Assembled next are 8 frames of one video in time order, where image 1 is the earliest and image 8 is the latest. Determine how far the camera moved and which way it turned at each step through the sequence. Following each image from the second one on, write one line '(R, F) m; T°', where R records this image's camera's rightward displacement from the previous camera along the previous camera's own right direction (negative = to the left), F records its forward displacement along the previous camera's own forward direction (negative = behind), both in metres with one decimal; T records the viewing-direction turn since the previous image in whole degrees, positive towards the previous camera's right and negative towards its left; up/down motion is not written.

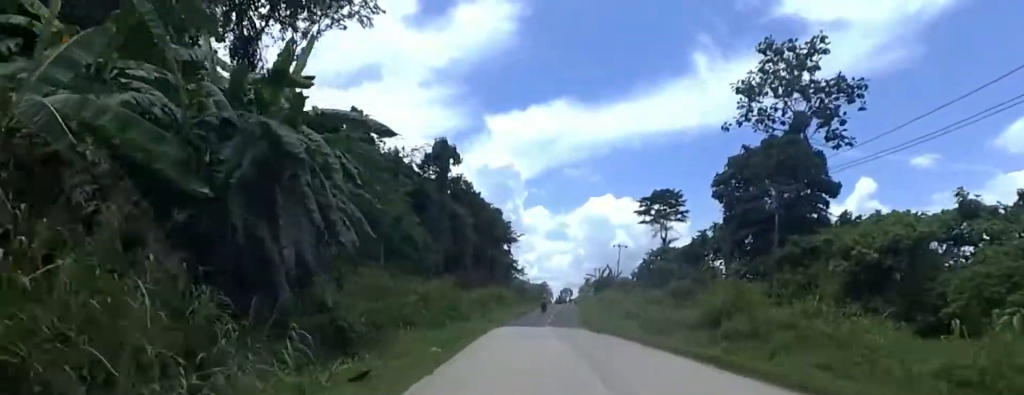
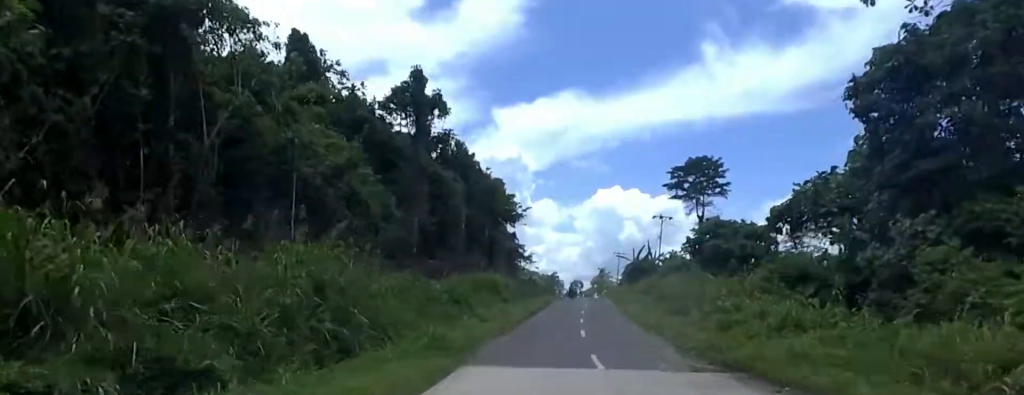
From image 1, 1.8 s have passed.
(-0.9, +23.7) m; -6°
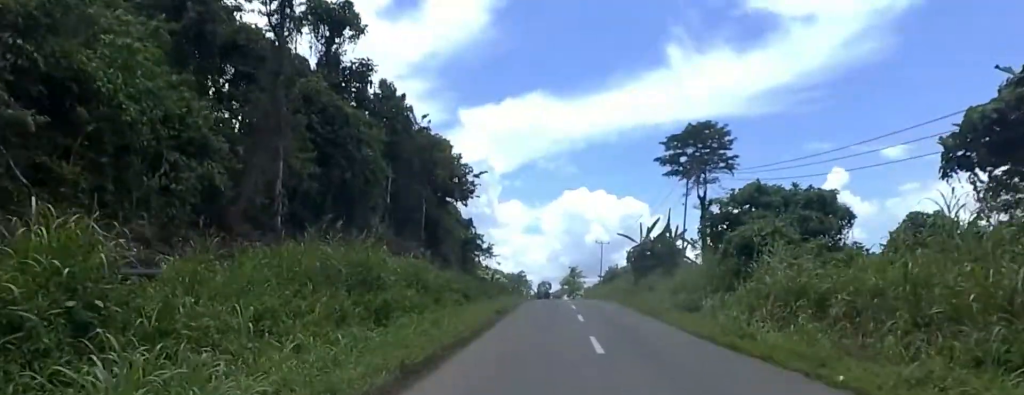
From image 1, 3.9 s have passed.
(+1.5, +24.1) m; +8°
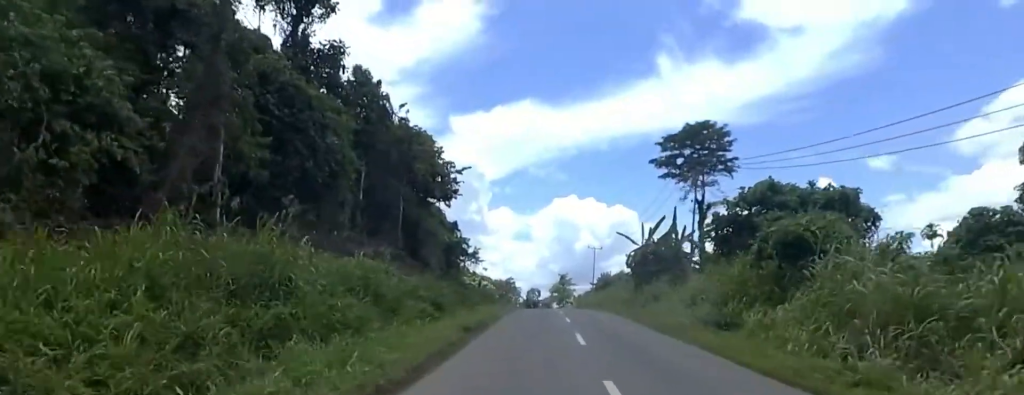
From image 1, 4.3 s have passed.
(+0.3, +5.4) m; 0°
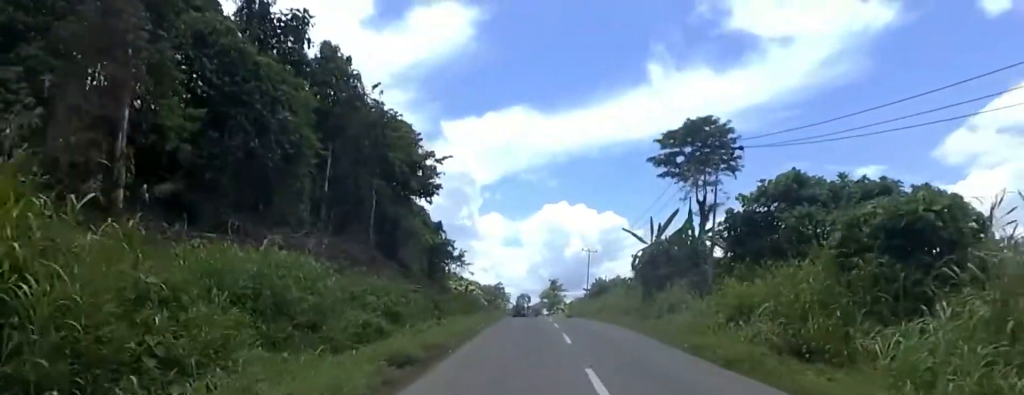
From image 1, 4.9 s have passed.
(-0.5, +6.4) m; -3°
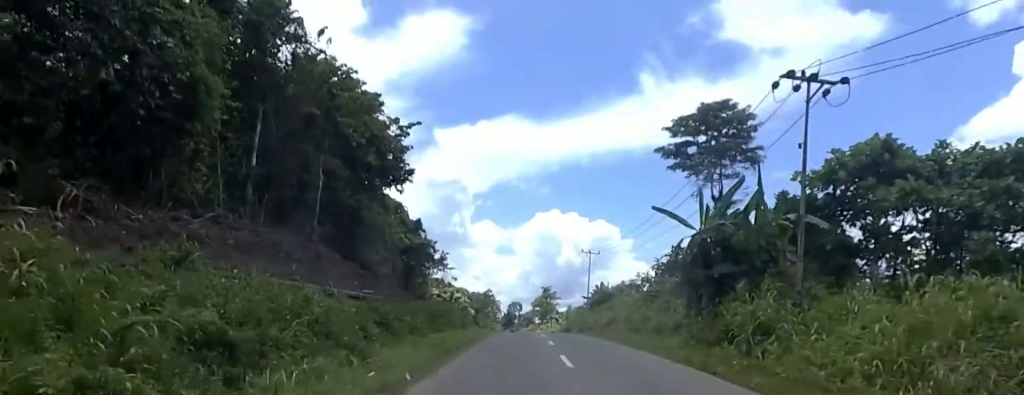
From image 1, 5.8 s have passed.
(-0.4, +10.9) m; -2°
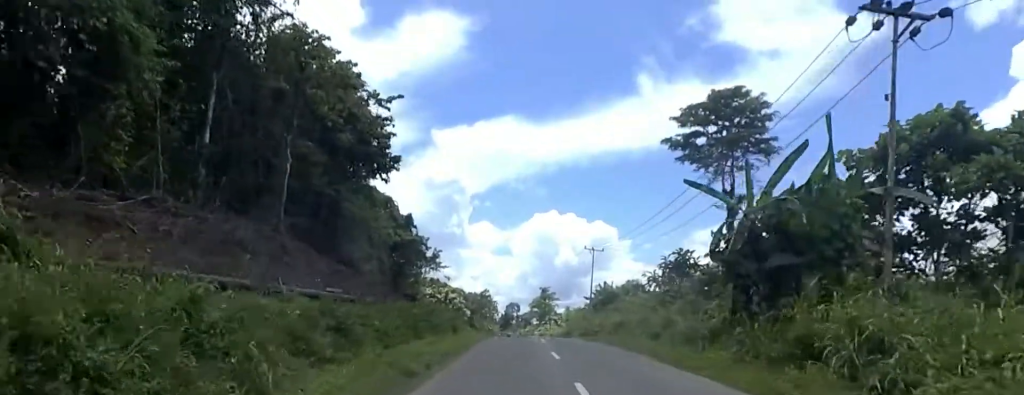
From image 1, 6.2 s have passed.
(0.0, +4.9) m; 0°
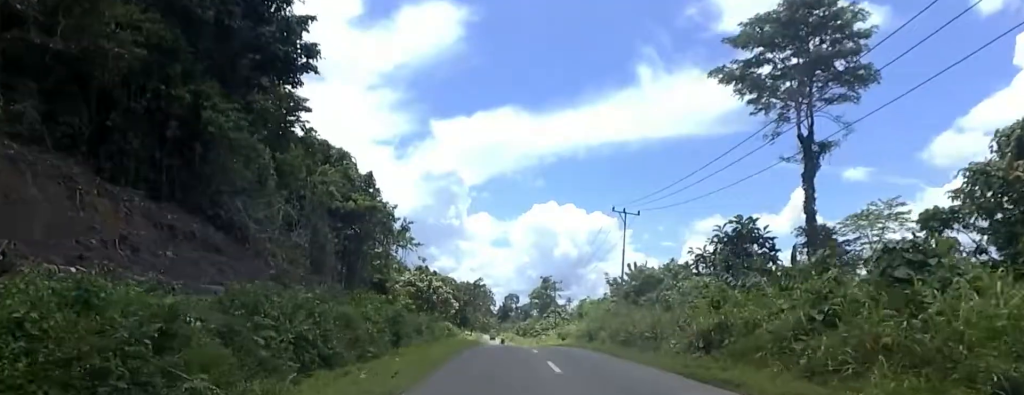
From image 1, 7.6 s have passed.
(+0.5, +18.8) m; +2°
